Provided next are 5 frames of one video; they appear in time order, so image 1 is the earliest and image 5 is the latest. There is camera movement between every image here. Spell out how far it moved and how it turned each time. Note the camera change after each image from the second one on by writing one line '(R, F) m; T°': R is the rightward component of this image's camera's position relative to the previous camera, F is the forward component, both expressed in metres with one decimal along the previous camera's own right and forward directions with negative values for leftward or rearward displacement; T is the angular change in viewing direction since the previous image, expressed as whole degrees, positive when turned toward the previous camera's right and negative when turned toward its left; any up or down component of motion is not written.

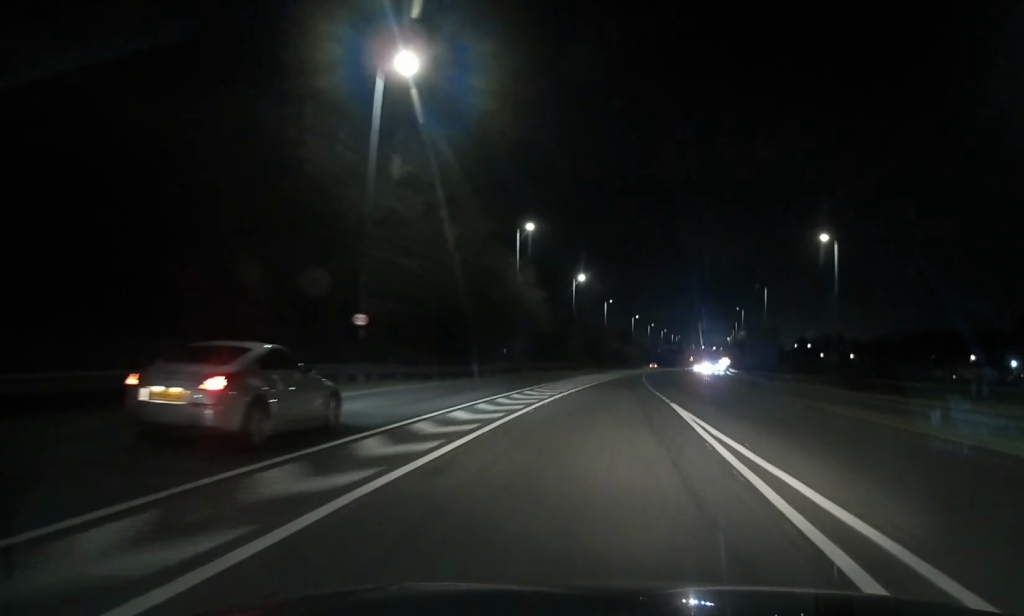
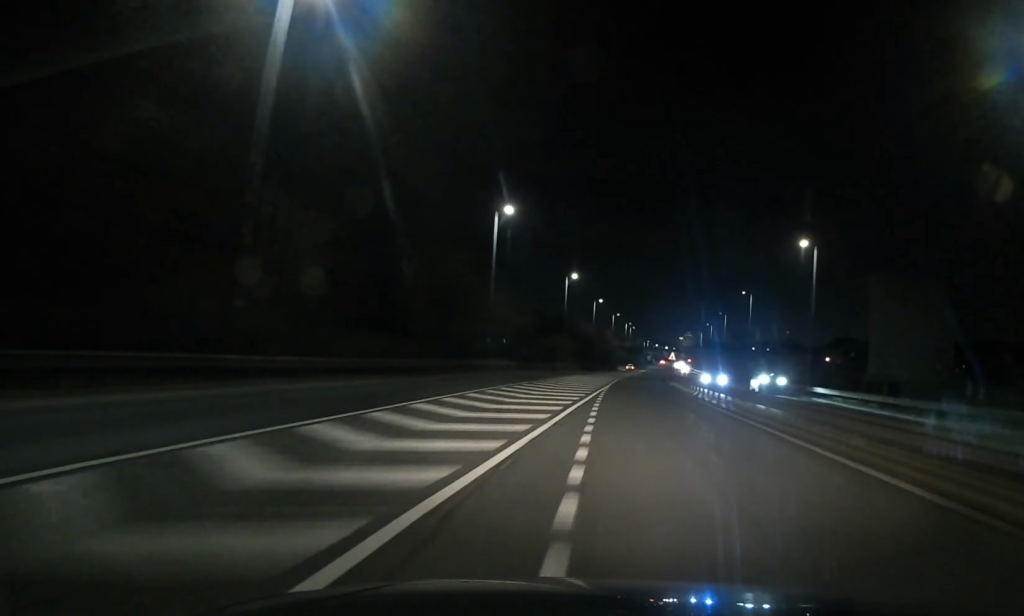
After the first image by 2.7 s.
(+3.4, +80.2) m; +4°
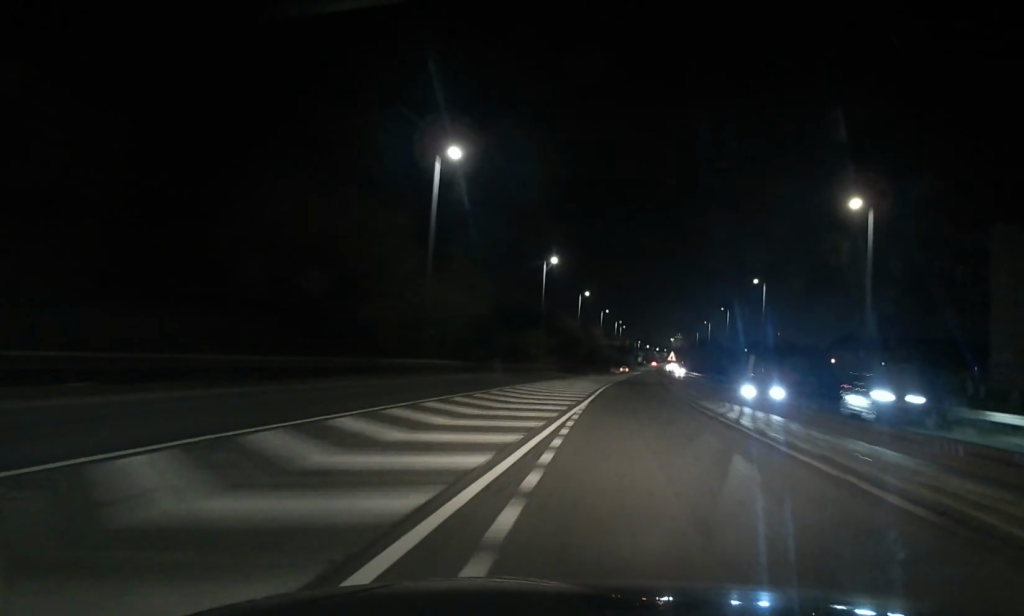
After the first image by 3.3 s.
(0.0, +16.5) m; +1°
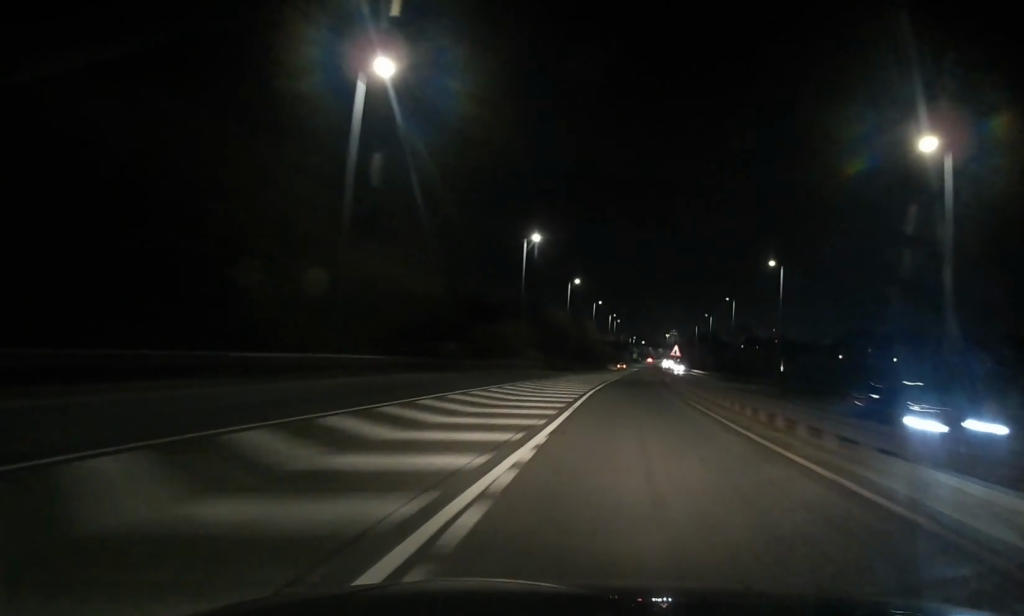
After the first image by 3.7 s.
(0.0, +12.4) m; +1°
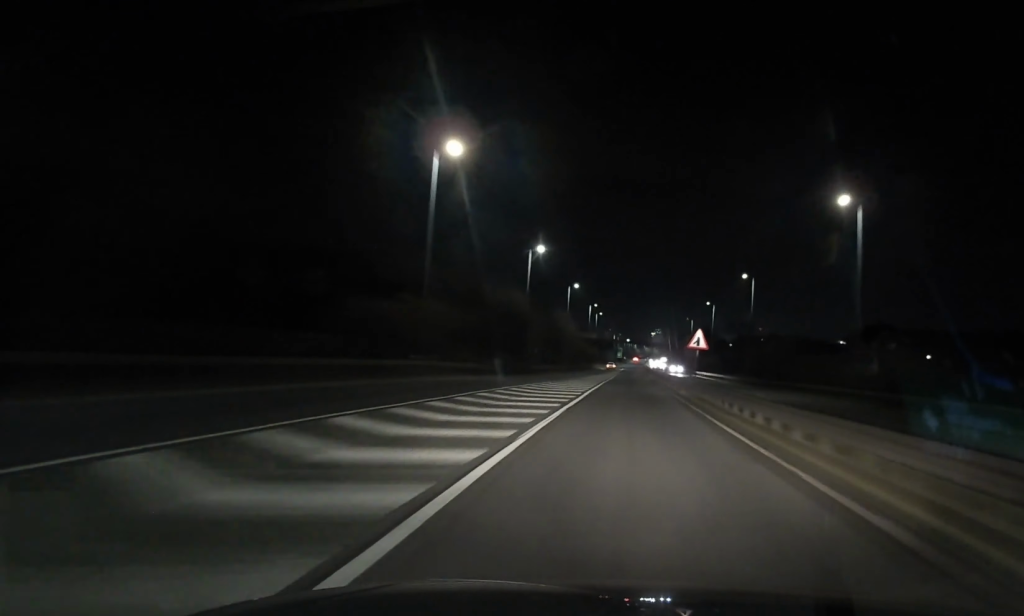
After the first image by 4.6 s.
(+0.5, +29.5) m; +1°
